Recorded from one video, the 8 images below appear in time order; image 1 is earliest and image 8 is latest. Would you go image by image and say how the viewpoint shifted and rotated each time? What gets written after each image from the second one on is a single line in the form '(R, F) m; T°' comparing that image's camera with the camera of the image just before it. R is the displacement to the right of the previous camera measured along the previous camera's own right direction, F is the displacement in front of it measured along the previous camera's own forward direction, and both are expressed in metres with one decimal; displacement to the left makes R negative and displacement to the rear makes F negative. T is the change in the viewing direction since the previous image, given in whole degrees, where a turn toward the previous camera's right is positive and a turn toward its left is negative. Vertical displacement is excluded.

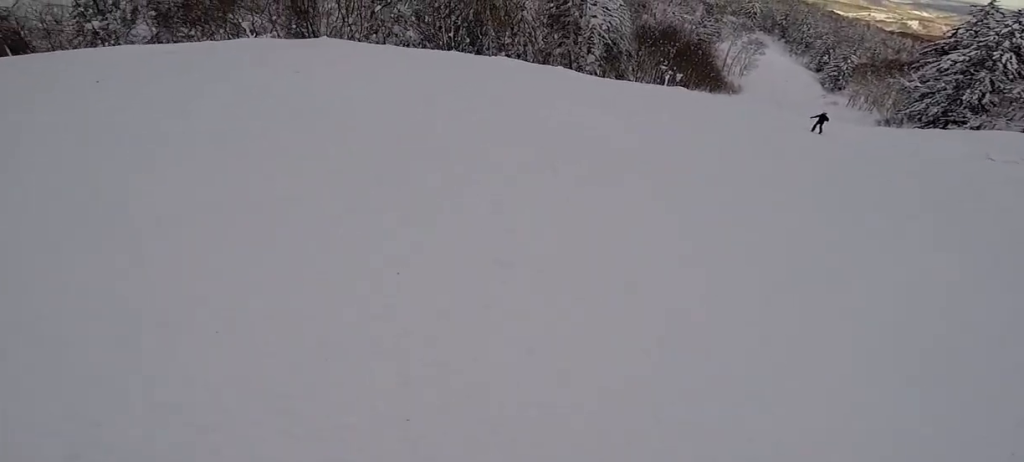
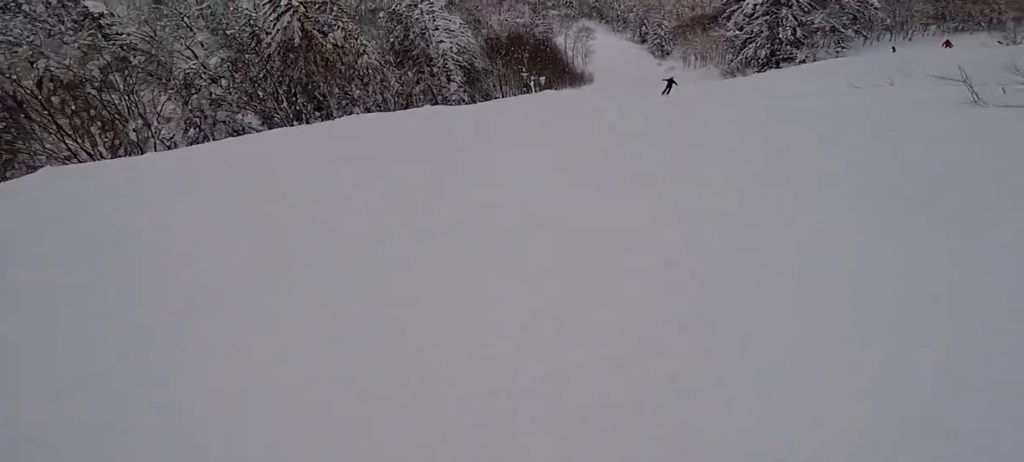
(+1.4, +3.9) m; +19°
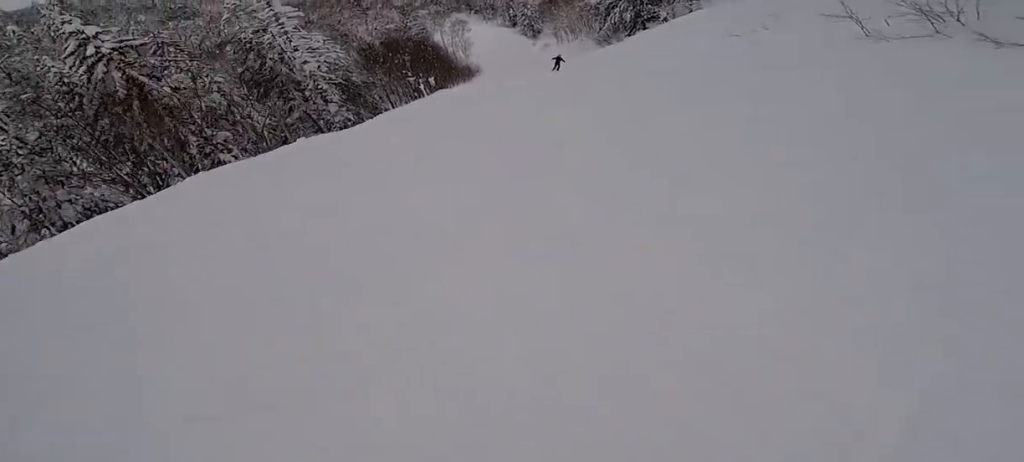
(+0.2, +2.8) m; +1°
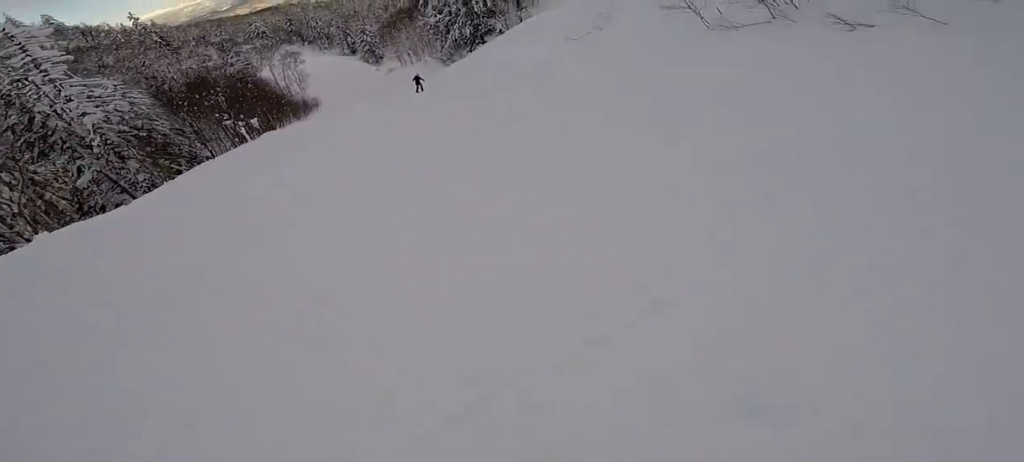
(+0.2, +3.6) m; -5°
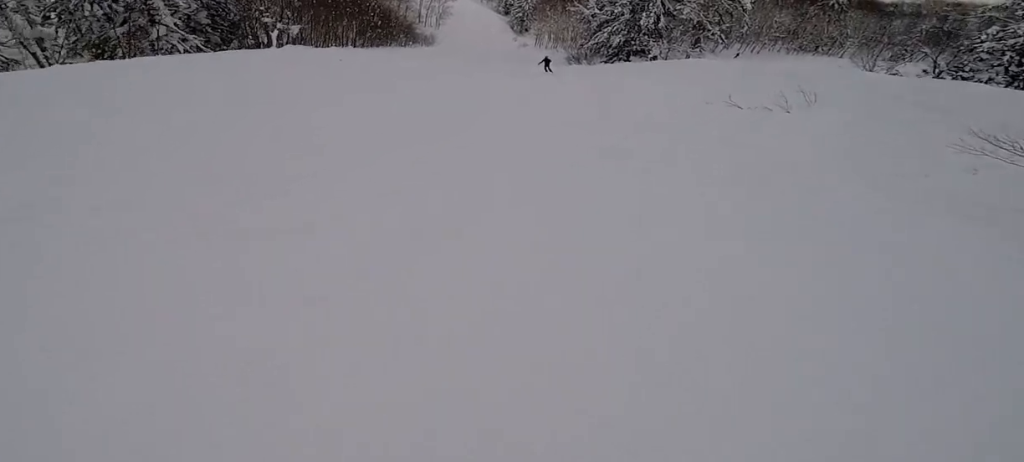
(-1.4, +9.1) m; -14°
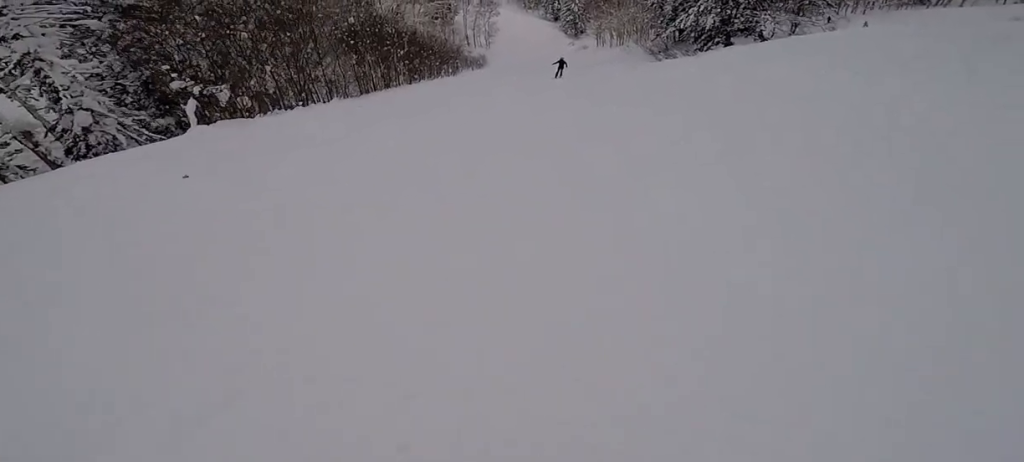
(-0.1, +13.1) m; +7°
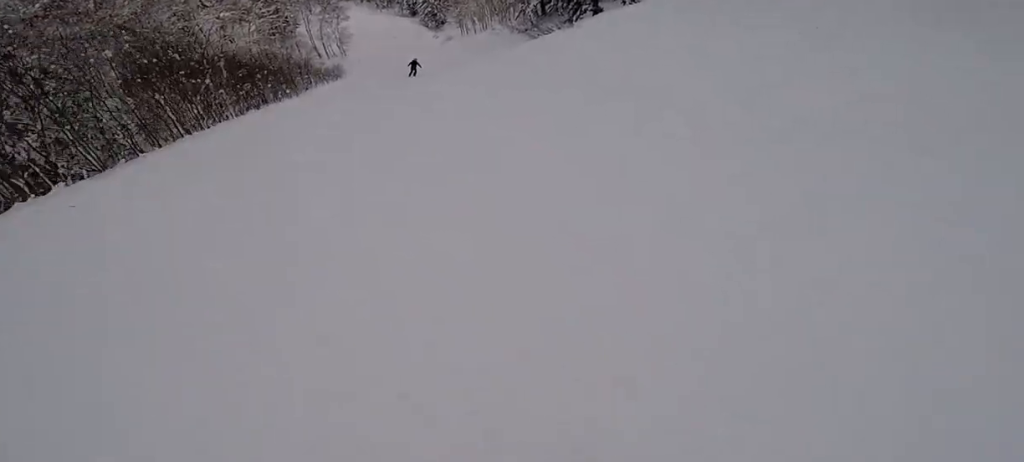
(+0.5, +6.3) m; +1°
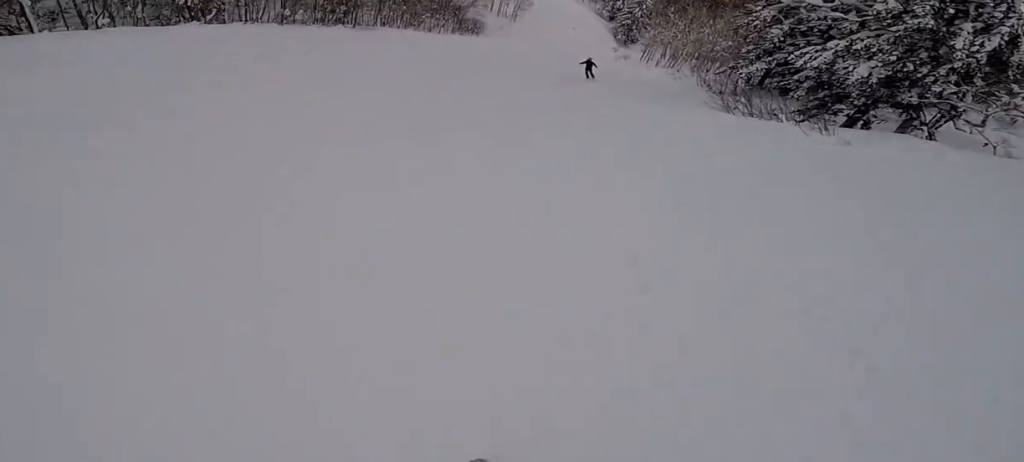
(-1.7, +14.4) m; -14°
